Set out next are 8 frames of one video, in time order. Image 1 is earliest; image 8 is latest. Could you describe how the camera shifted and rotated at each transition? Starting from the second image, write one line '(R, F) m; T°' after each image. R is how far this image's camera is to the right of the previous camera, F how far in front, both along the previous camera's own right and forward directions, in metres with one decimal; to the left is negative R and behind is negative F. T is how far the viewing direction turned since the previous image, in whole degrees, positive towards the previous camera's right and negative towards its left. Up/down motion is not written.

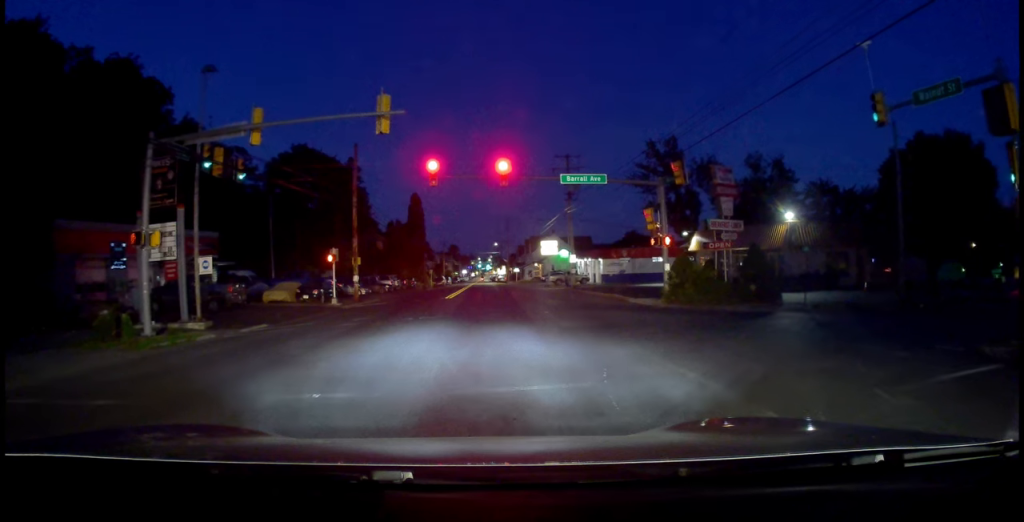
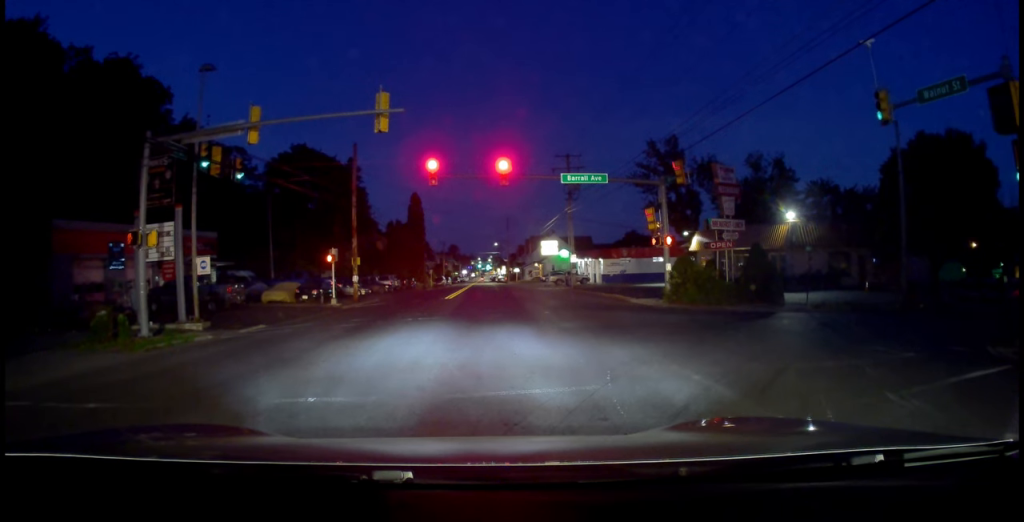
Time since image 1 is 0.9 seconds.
(+0.1, -0.2) m; 0°
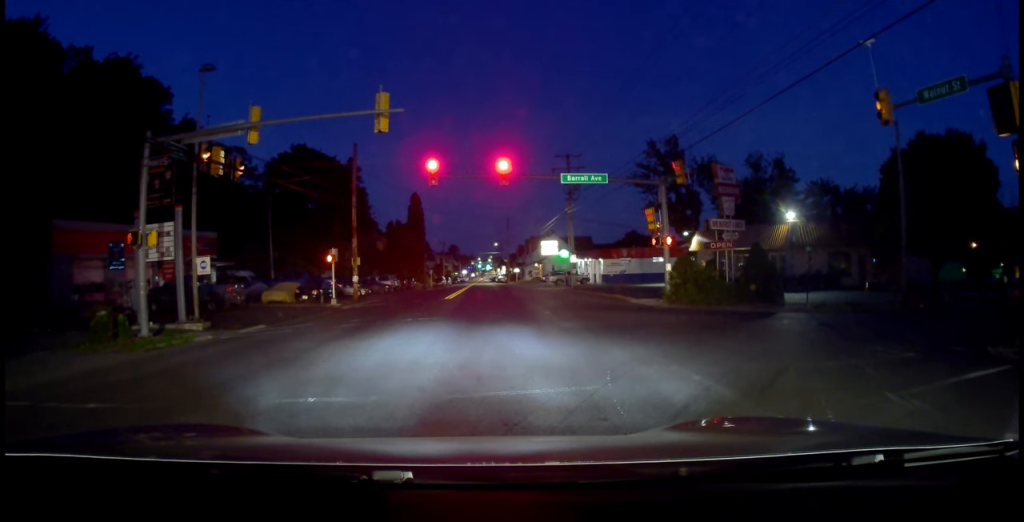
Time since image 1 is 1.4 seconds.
(0.0, 0.0) m; 0°
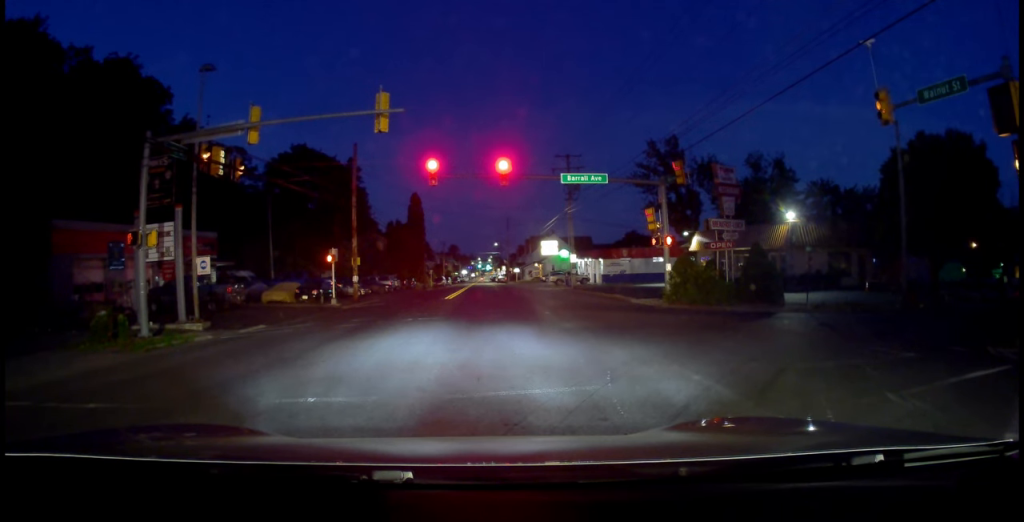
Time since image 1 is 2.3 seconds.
(0.0, 0.0) m; 0°
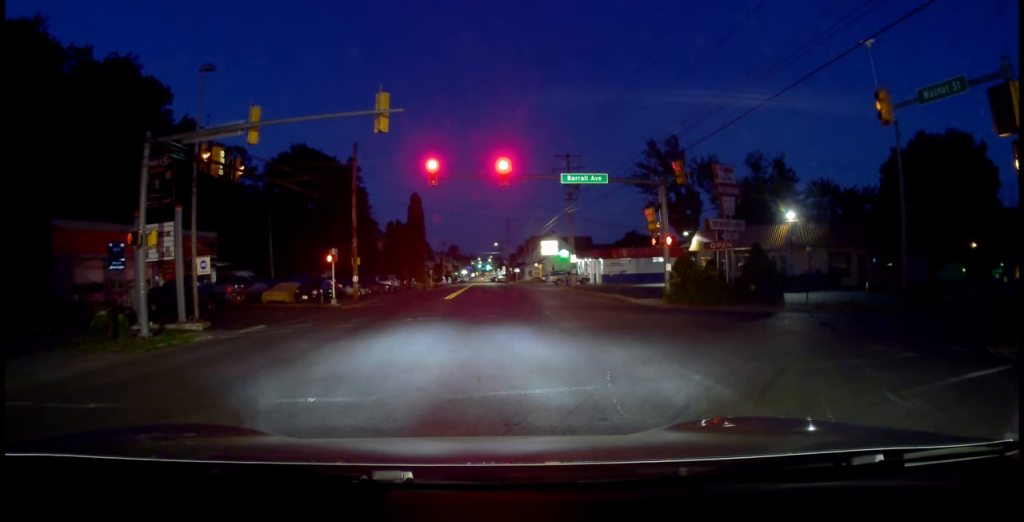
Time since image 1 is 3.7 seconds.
(0.0, 0.0) m; 0°
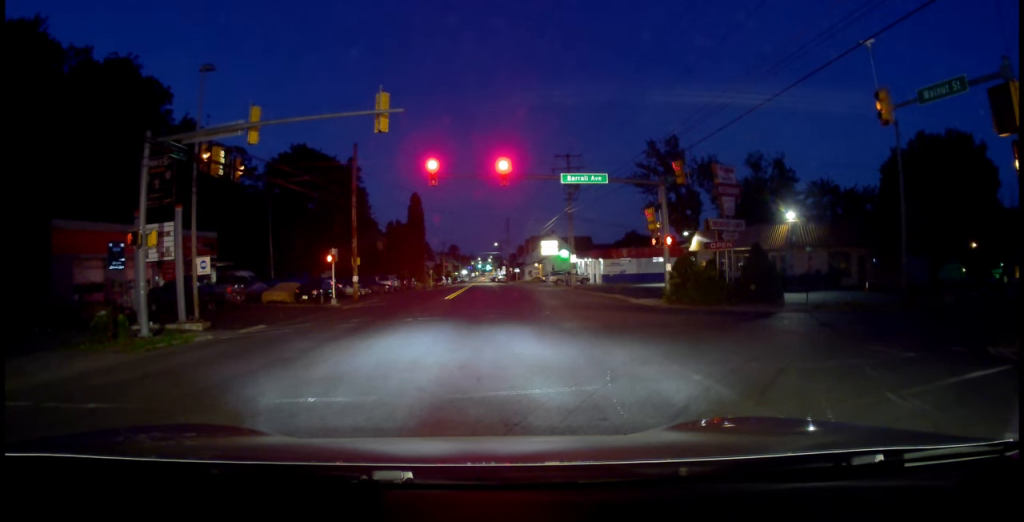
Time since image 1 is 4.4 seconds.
(0.0, 0.0) m; 0°
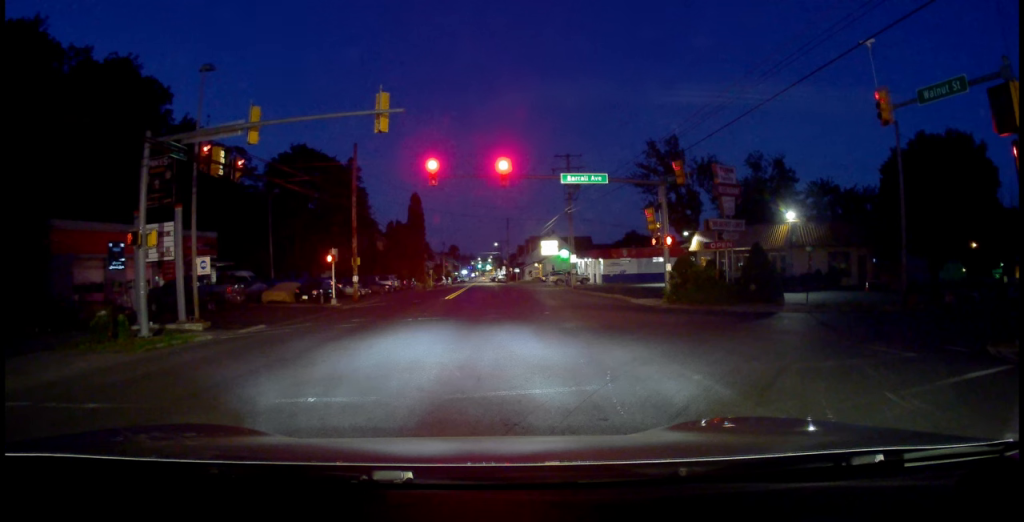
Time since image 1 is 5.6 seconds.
(0.0, 0.0) m; 0°
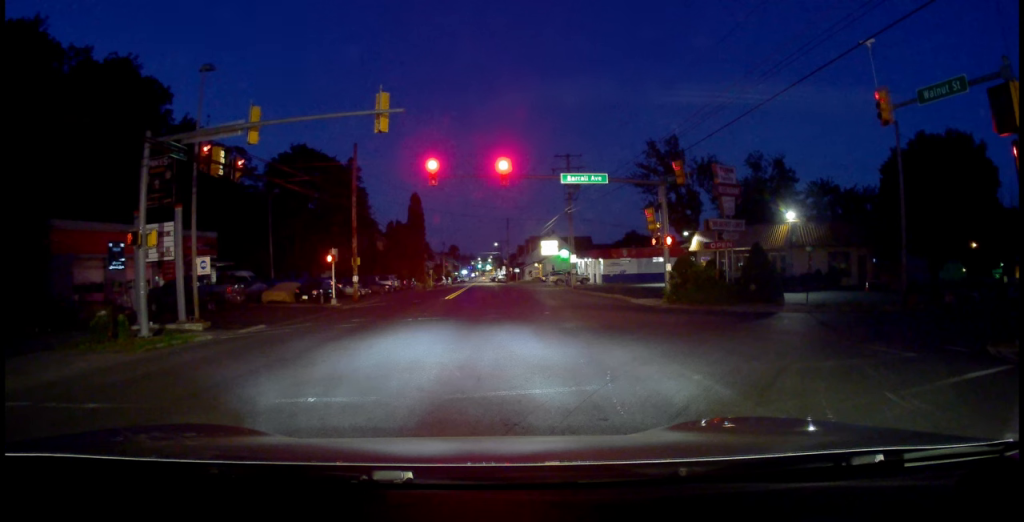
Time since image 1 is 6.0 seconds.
(0.0, 0.0) m; 0°
